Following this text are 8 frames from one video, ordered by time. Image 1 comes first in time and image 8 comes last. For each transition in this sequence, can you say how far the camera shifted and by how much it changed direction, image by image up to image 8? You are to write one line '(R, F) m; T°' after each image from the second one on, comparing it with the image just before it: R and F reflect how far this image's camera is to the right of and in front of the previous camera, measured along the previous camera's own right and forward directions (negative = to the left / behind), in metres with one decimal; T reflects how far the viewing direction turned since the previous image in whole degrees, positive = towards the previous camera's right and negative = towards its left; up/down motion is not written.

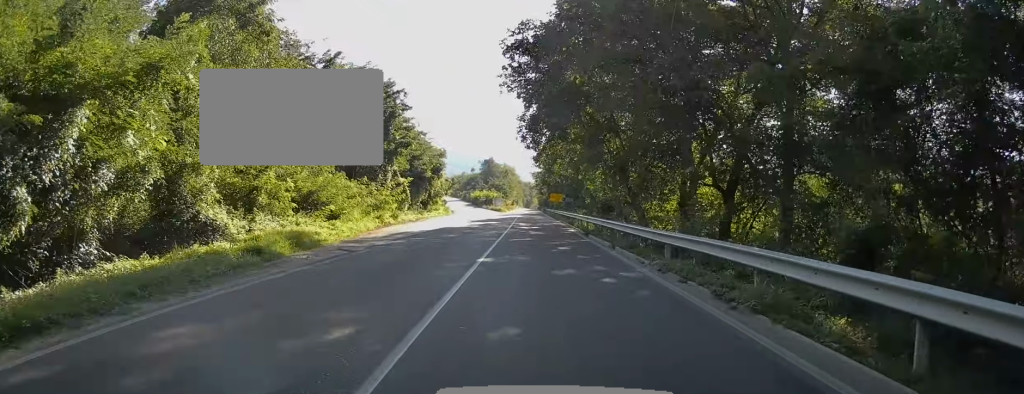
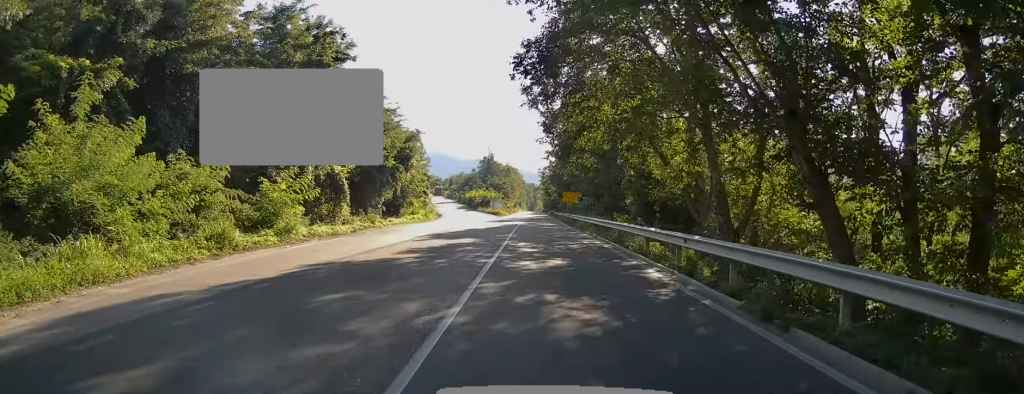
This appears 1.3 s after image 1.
(-0.3, +19.9) m; 0°
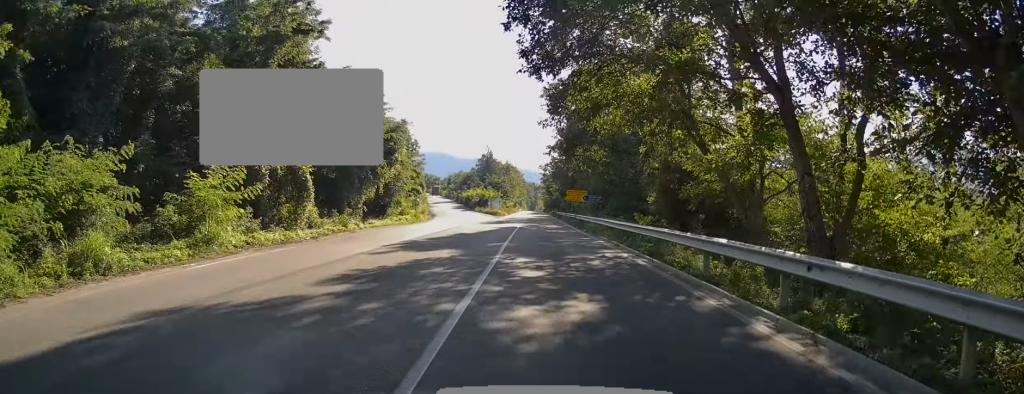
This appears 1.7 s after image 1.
(+0.2, +5.9) m; 0°
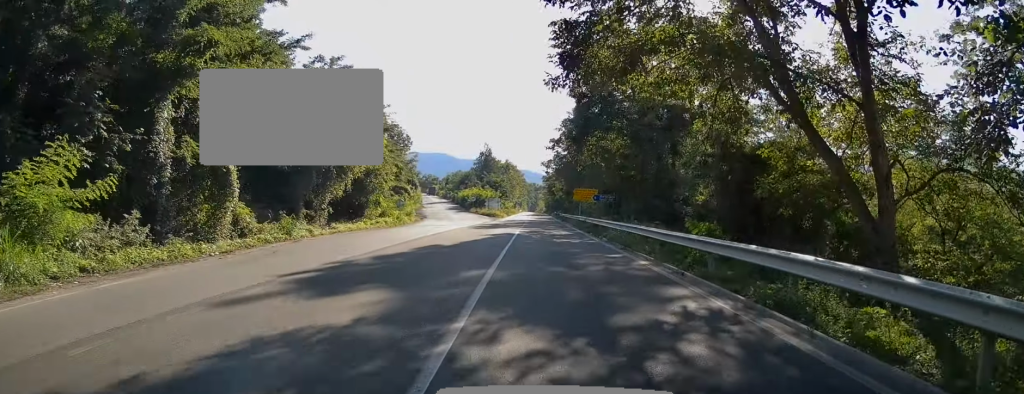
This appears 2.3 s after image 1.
(-0.1, +8.0) m; -1°
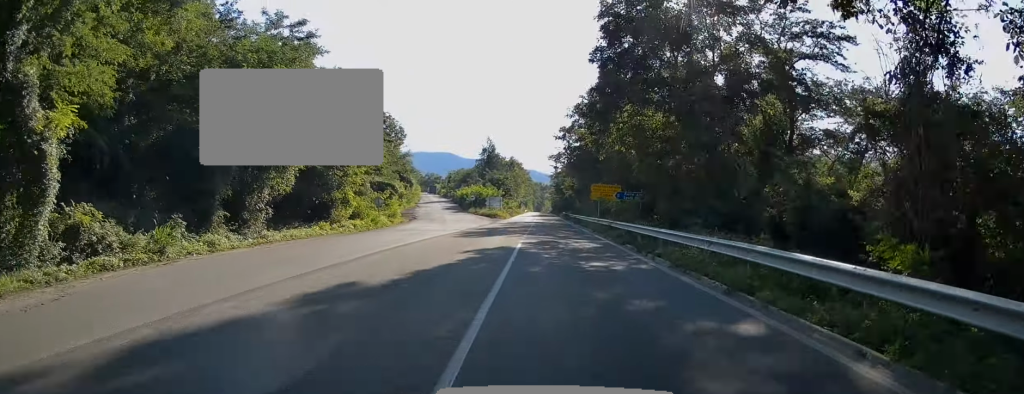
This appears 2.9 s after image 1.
(-0.1, +9.6) m; -1°
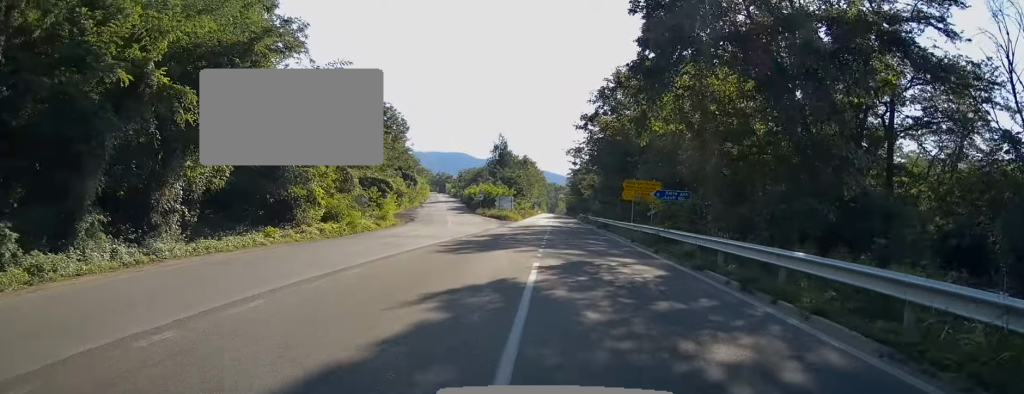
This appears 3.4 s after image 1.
(0.0, +8.2) m; -1°
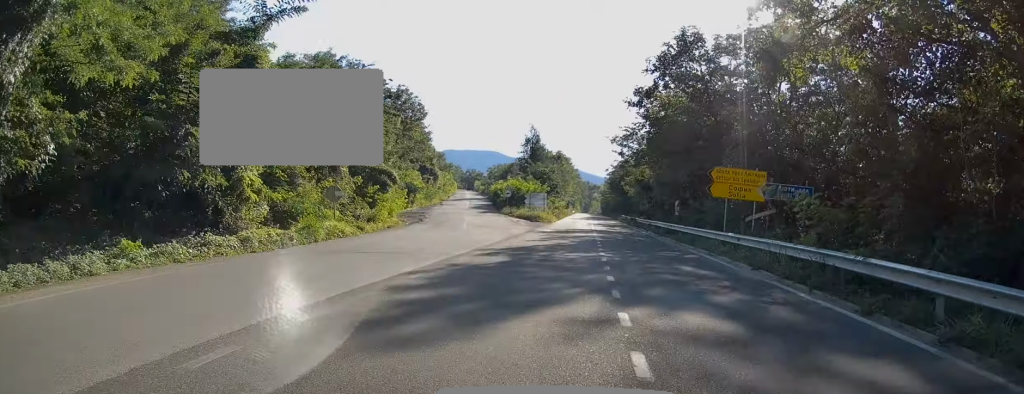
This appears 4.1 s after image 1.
(0.0, +10.7) m; -2°
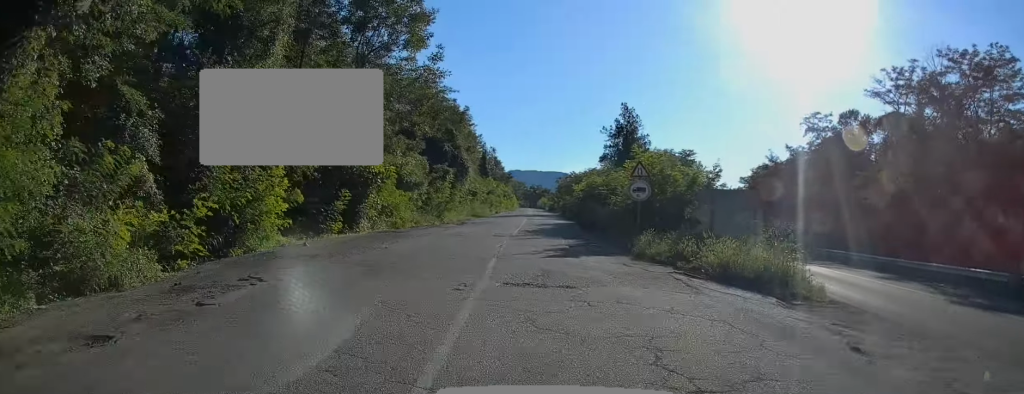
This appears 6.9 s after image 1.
(-3.2, +40.7) m; -6°
